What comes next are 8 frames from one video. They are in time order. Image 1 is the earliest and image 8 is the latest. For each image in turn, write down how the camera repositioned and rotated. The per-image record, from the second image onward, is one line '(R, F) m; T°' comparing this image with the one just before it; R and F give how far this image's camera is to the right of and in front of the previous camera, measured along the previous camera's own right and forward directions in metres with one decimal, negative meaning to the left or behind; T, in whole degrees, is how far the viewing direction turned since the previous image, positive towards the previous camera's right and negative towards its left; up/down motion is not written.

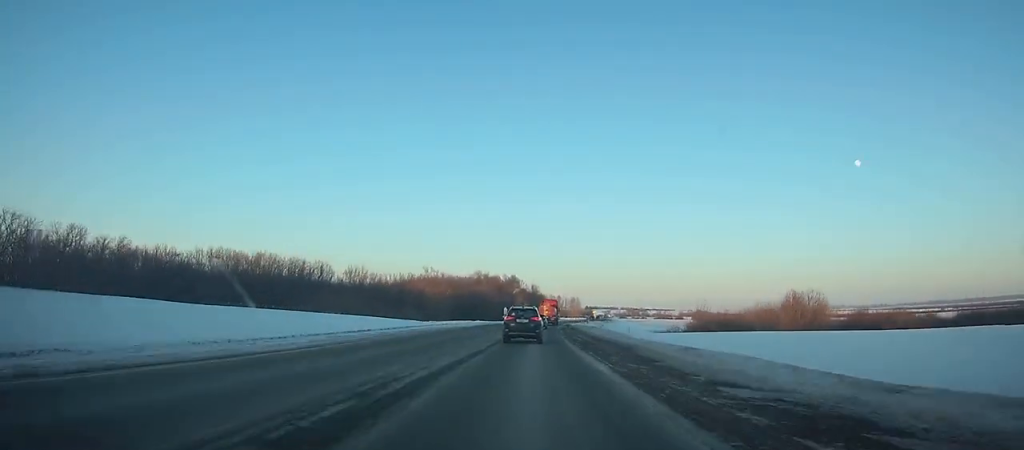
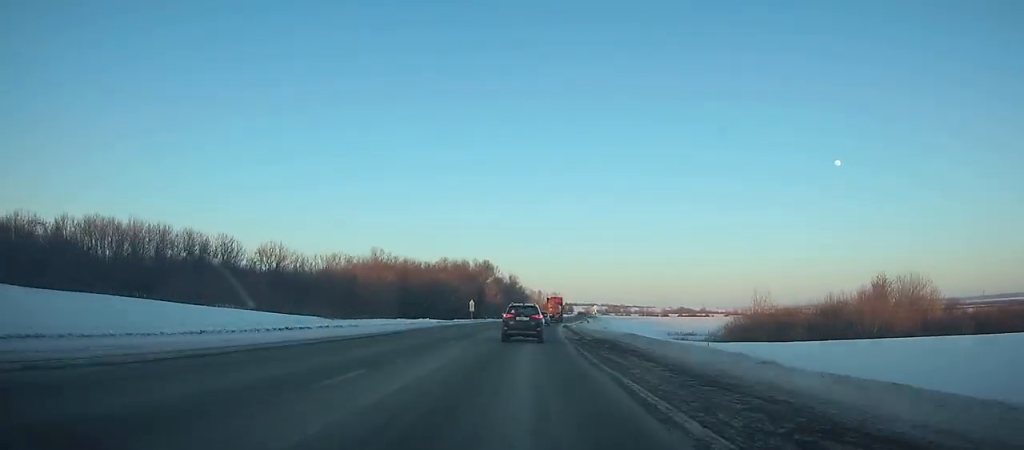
(0.0, +38.4) m; +1°
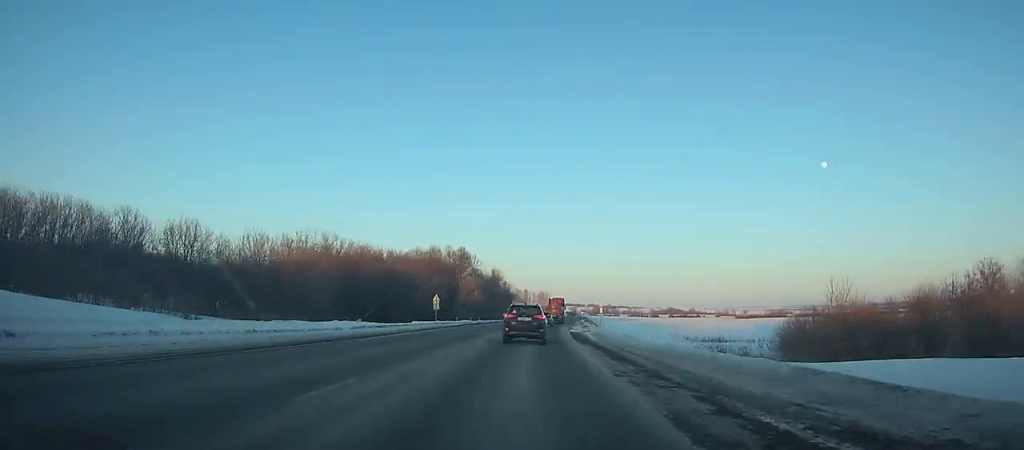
(+0.4, +25.0) m; +1°
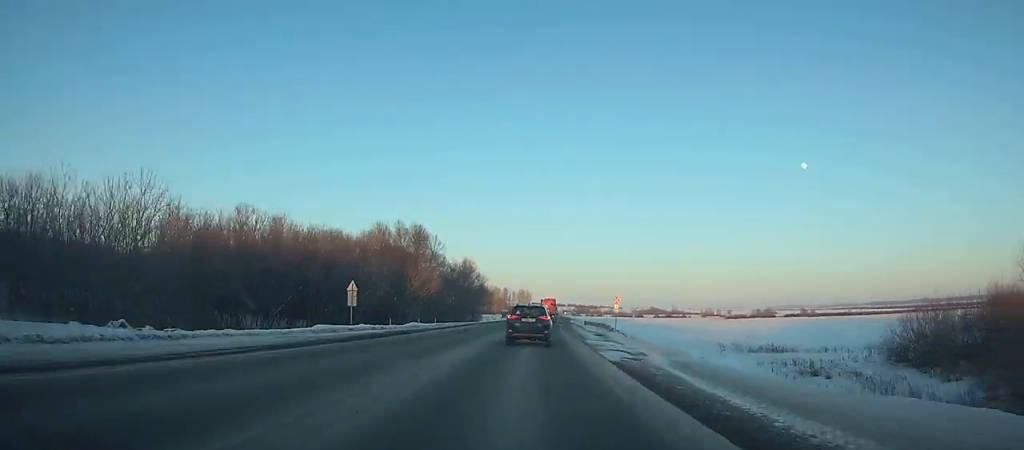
(-0.2, +29.1) m; +2°
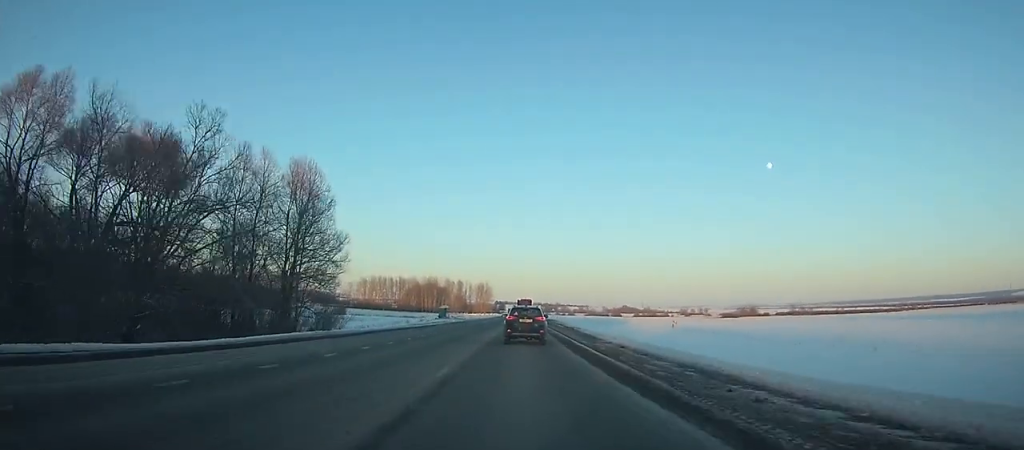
(+4.5, +89.9) m; +4°
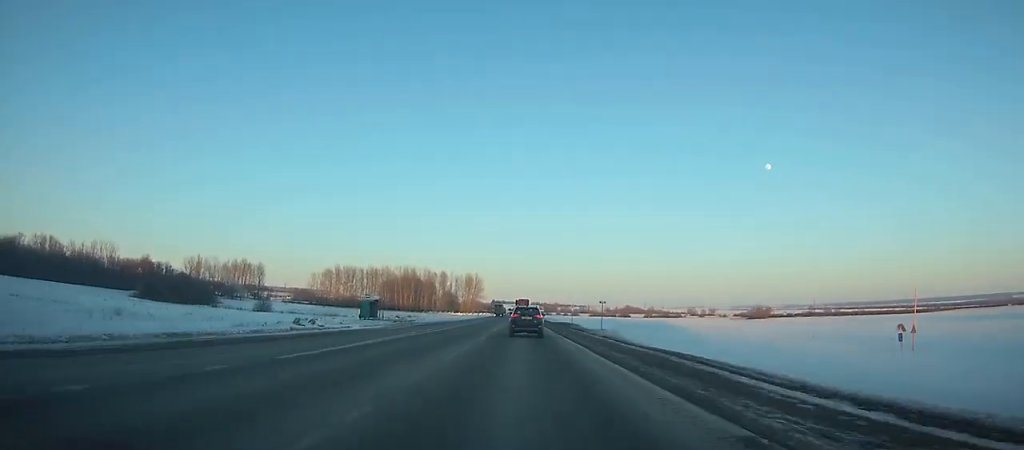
(+0.7, +66.8) m; +1°
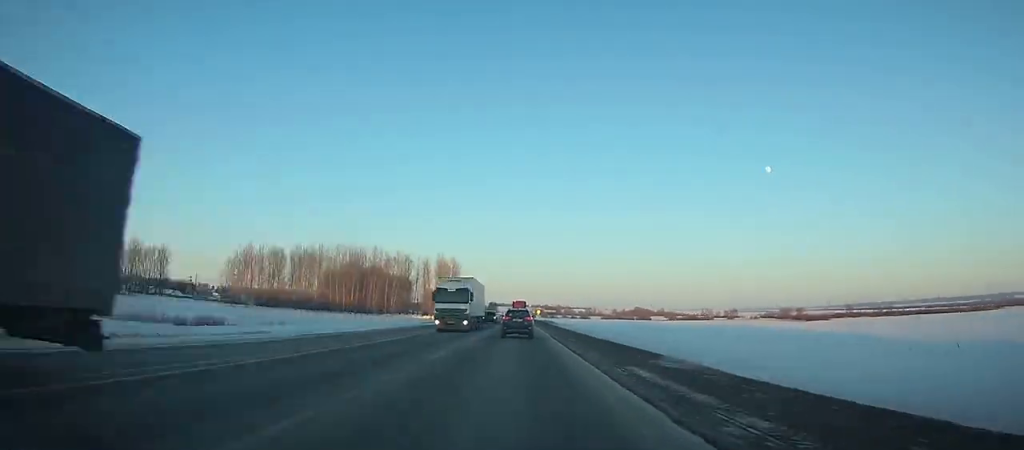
(-0.4, +95.7) m; -1°
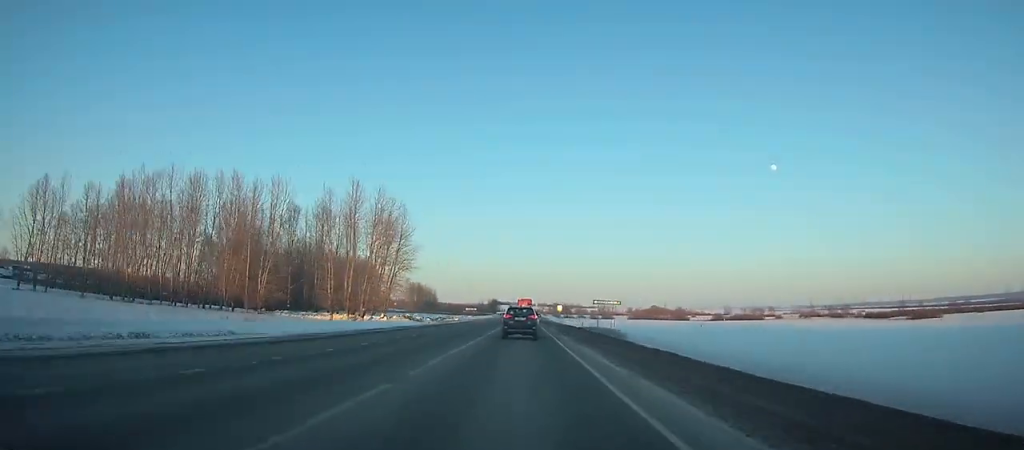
(-0.3, +94.8) m; 0°
